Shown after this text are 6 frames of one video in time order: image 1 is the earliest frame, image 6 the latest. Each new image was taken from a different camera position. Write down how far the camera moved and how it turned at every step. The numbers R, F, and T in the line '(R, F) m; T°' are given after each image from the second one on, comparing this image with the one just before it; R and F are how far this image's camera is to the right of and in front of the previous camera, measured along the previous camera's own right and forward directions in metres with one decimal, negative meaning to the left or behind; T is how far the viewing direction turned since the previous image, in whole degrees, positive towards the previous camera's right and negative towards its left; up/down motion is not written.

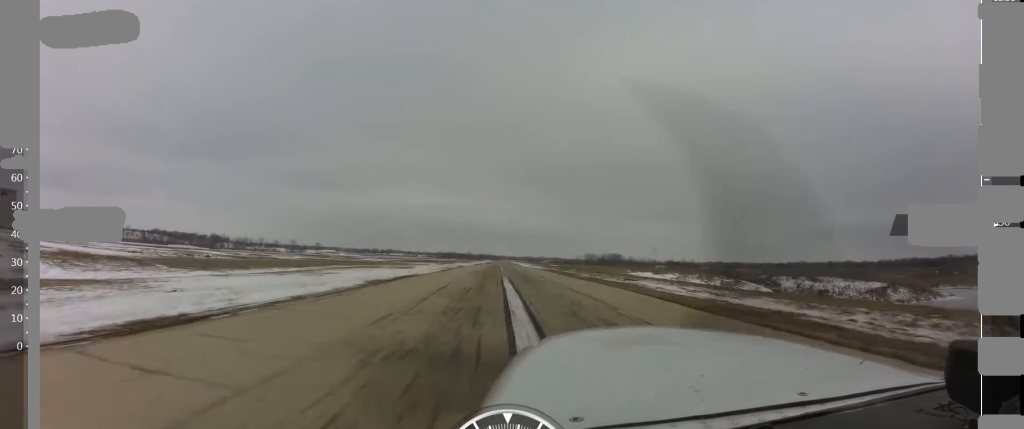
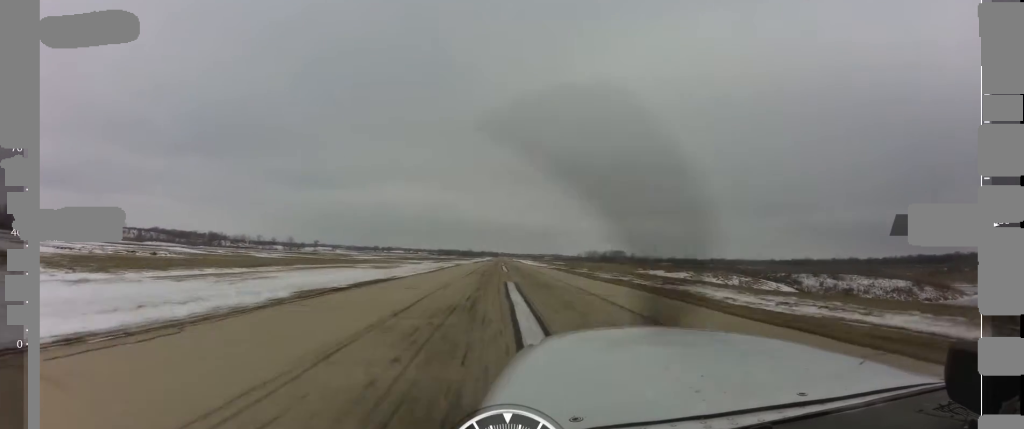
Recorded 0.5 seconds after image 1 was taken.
(-0.3, +10.5) m; -1°
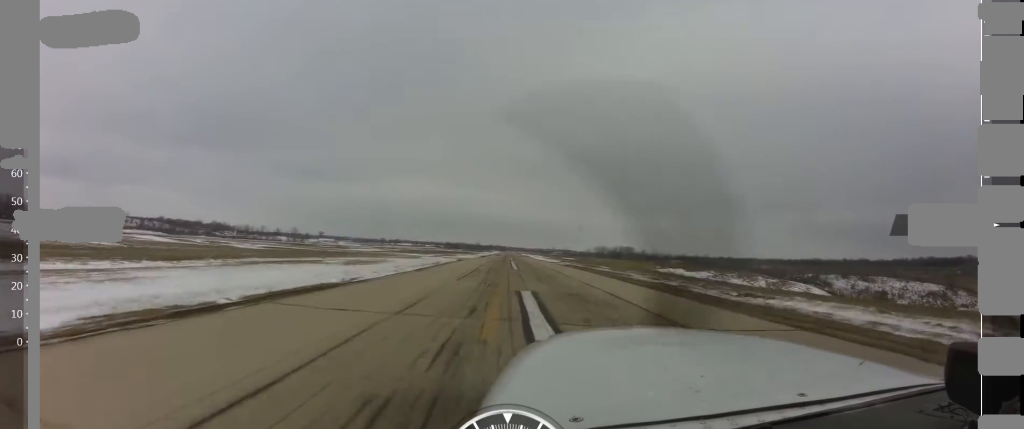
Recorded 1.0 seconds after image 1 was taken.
(-0.3, +11.0) m; +2°
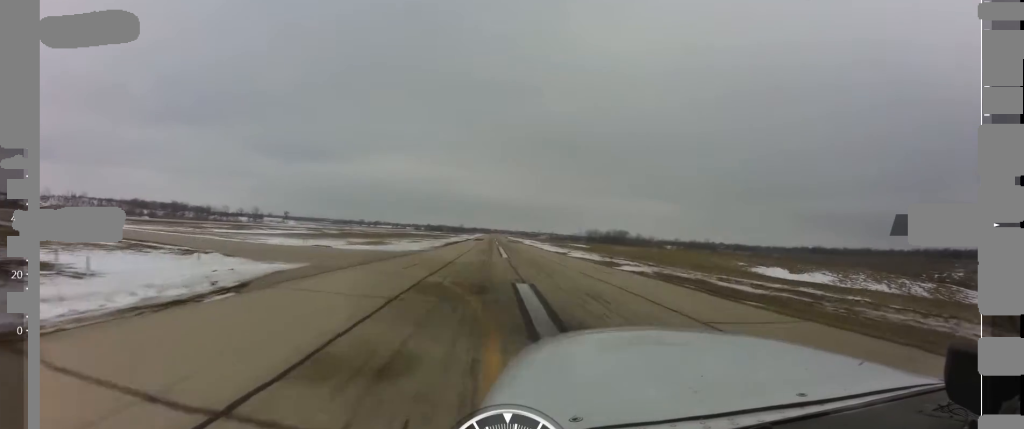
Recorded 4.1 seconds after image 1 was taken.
(+8.0, +60.2) m; +5°
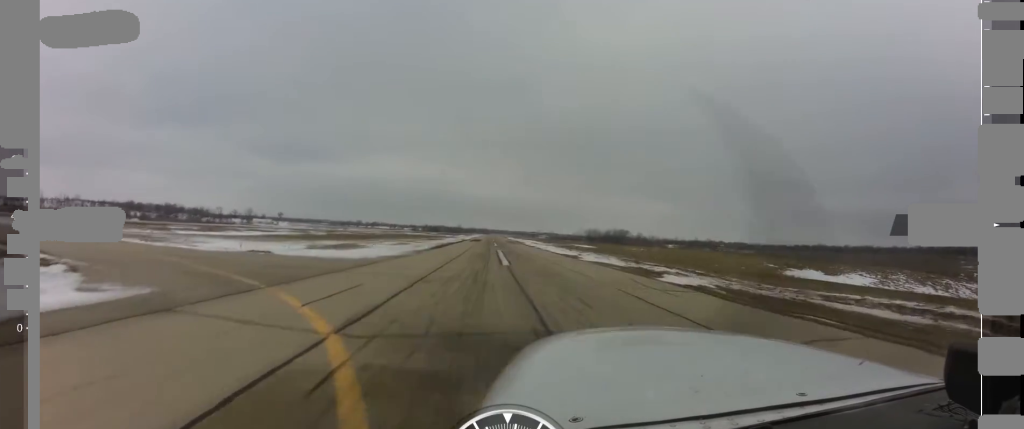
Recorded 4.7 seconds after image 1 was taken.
(-0.2, +10.8) m; -1°
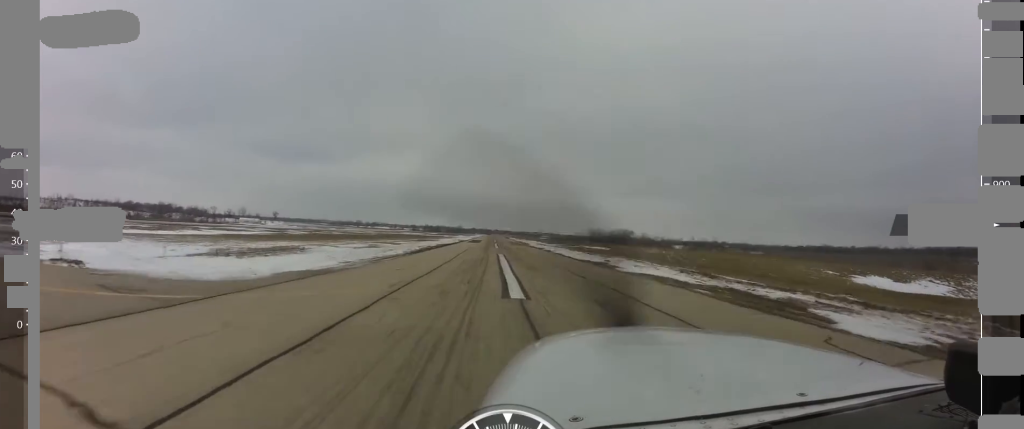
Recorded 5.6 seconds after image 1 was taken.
(-0.1, +15.8) m; 0°
